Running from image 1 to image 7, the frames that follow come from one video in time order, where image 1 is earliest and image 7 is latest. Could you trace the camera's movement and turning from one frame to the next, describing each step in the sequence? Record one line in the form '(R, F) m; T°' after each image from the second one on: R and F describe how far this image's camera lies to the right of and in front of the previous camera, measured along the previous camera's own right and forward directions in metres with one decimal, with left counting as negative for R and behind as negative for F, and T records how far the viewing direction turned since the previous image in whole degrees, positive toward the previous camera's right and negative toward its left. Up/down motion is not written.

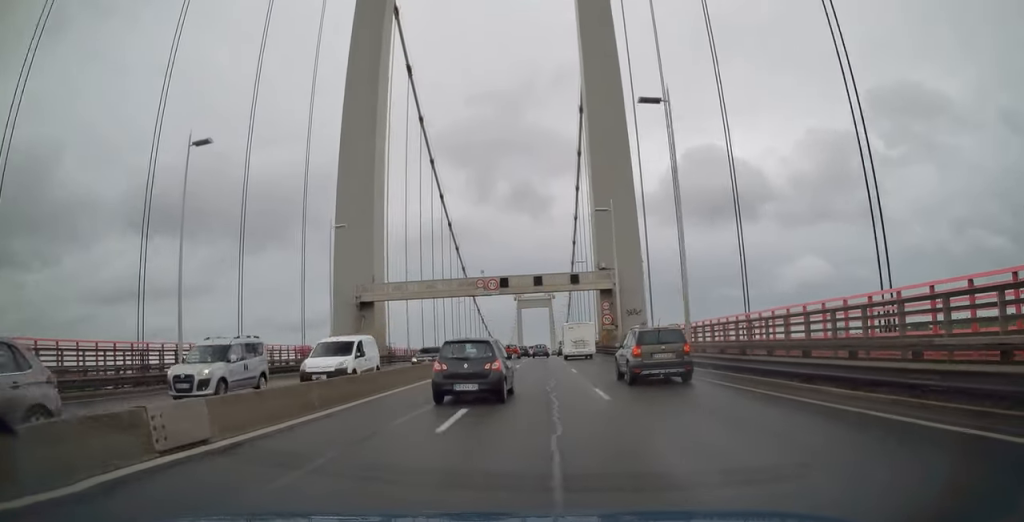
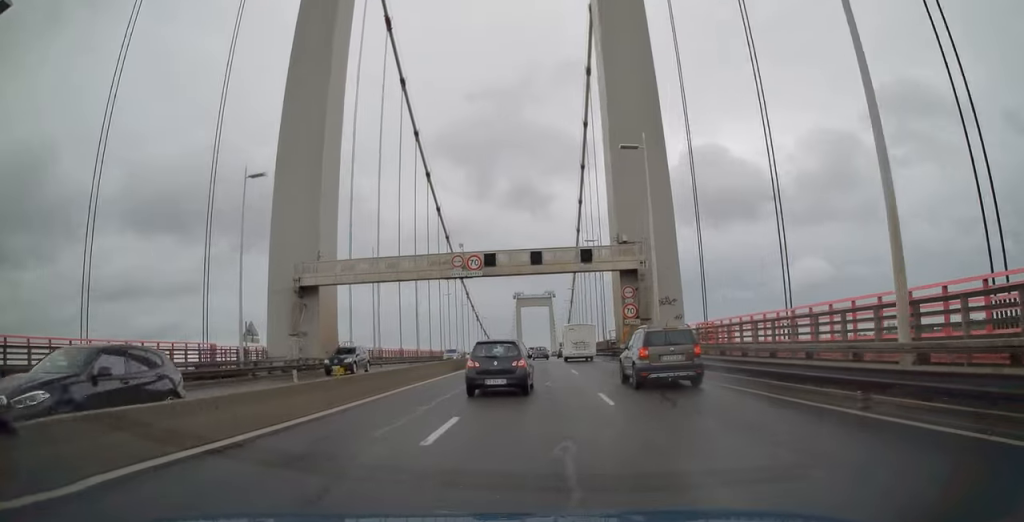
(0.0, +14.0) m; 0°
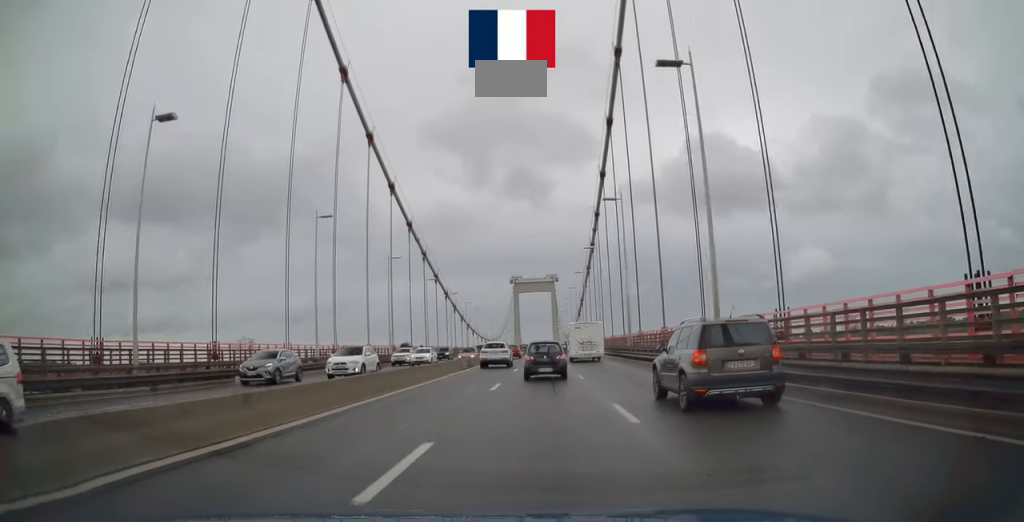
(-0.2, +54.3) m; 0°
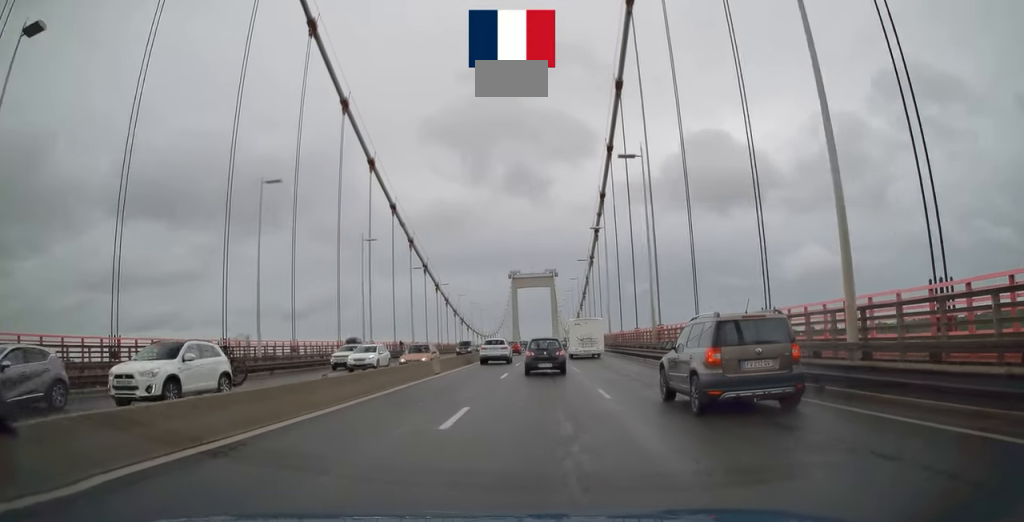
(0.0, +8.6) m; 0°
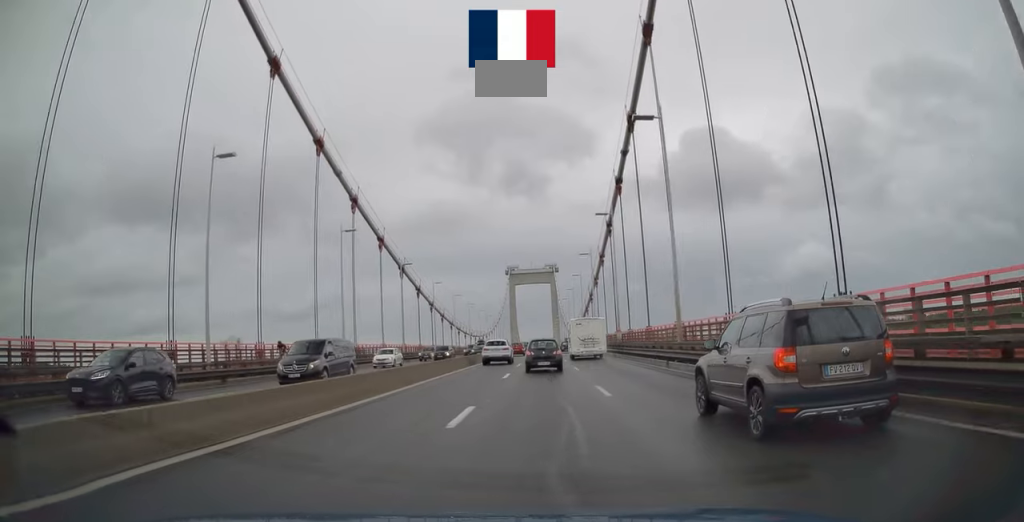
(0.0, +25.1) m; 0°
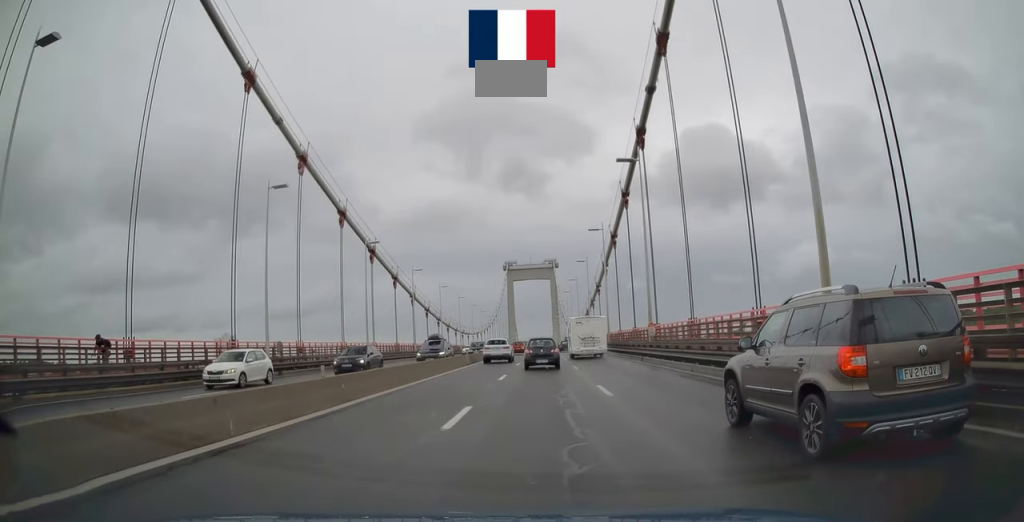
(0.0, +13.3) m; 0°
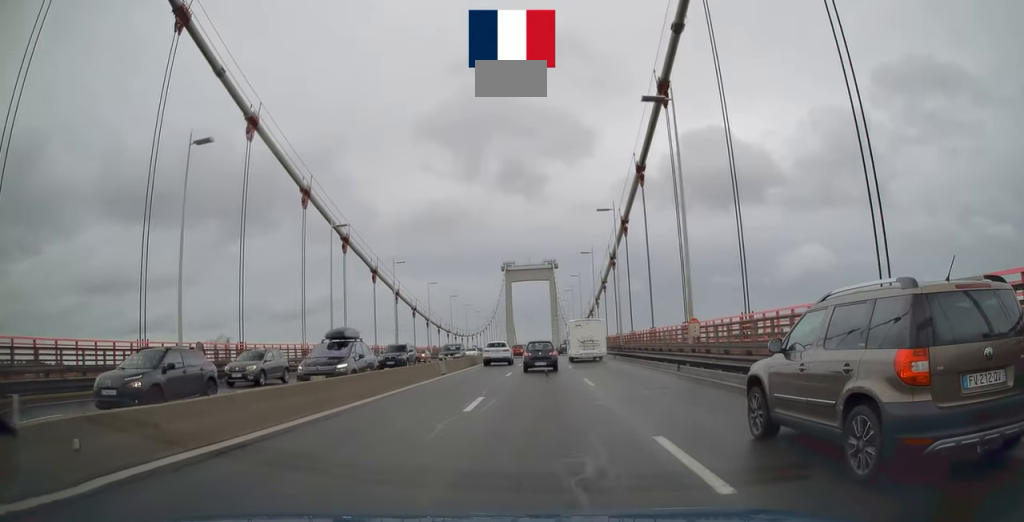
(0.0, +8.8) m; 0°
